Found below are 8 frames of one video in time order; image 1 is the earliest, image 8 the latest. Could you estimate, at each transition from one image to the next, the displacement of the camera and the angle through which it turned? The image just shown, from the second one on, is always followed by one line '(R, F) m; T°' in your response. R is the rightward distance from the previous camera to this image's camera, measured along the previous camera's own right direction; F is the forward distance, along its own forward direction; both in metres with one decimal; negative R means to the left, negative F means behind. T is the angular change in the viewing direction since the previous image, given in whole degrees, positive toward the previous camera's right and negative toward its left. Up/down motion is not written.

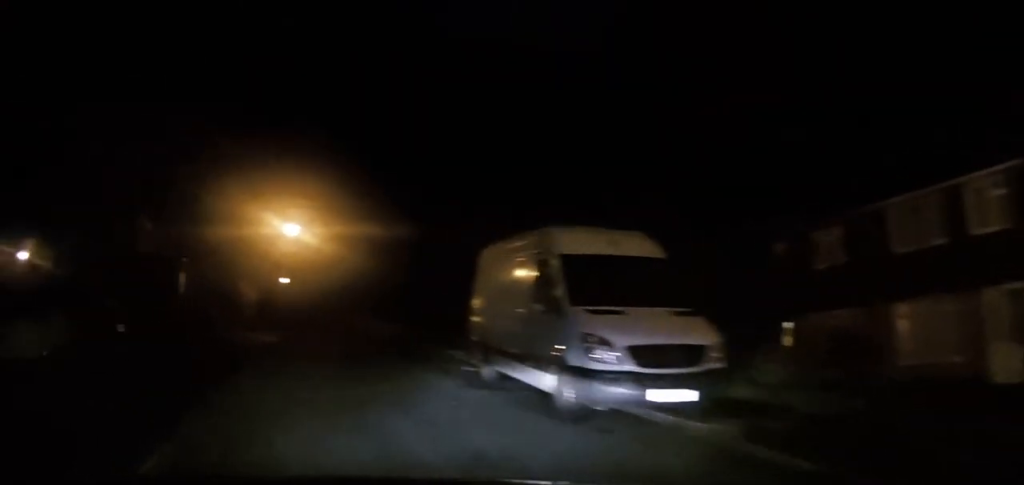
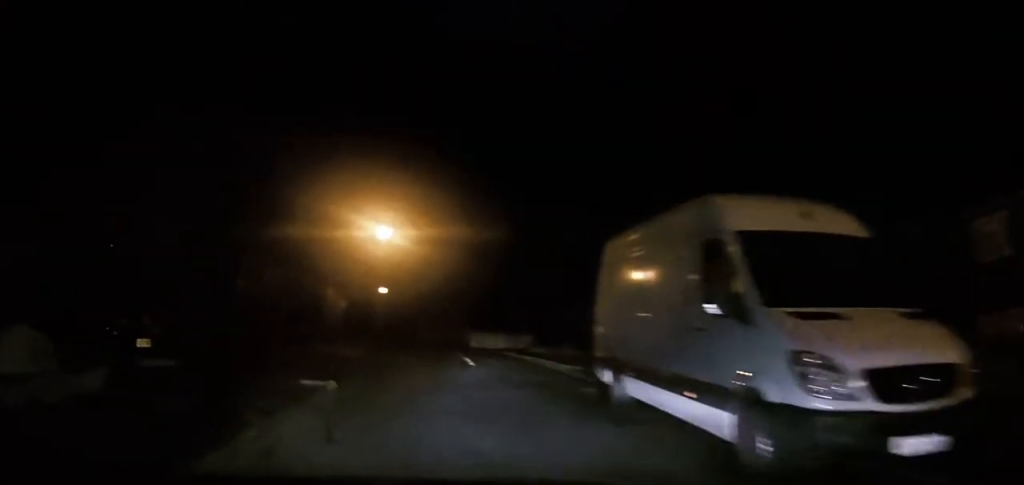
(+0.1, +2.9) m; +1°
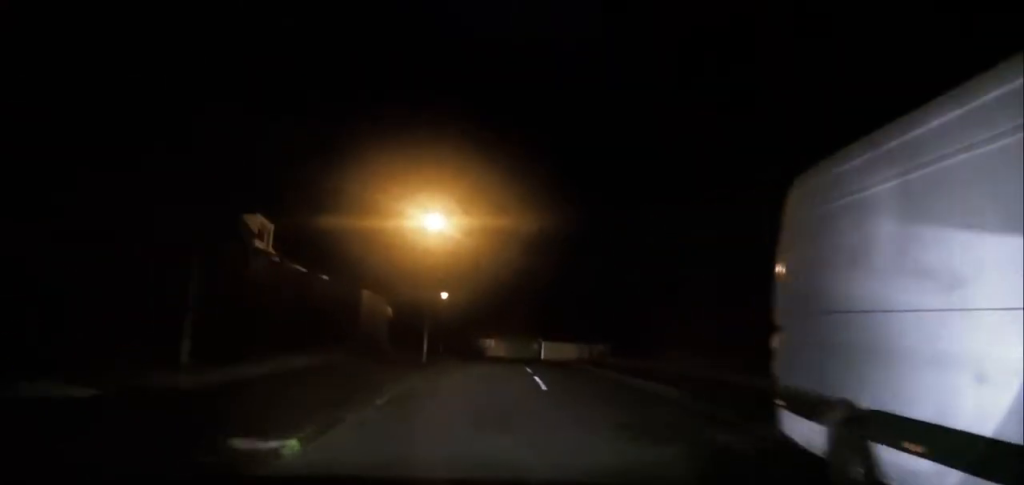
(0.0, +5.0) m; 0°
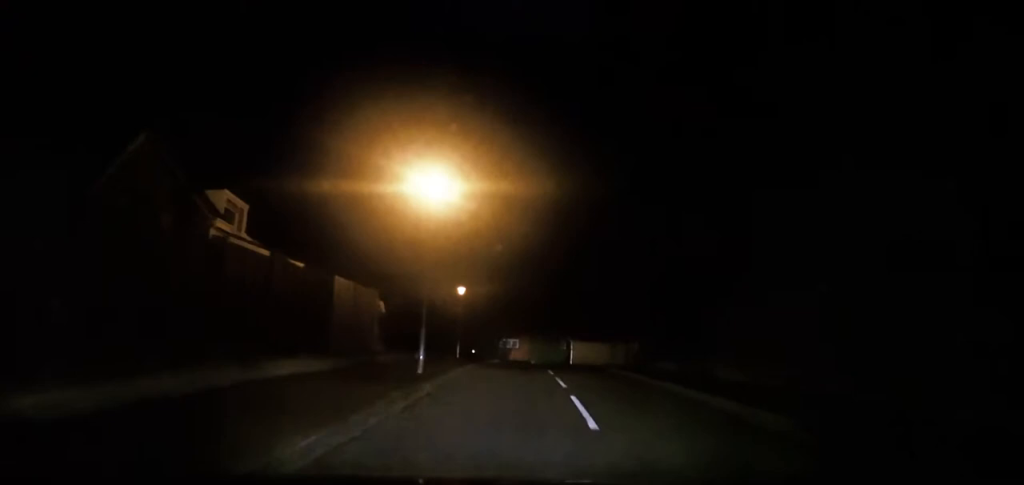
(0.0, +5.2) m; 0°
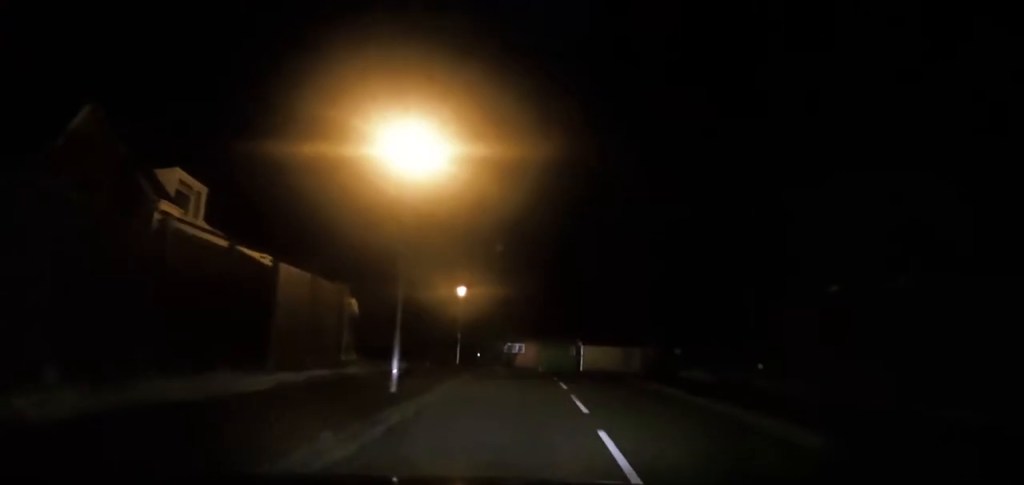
(0.0, +3.7) m; 0°
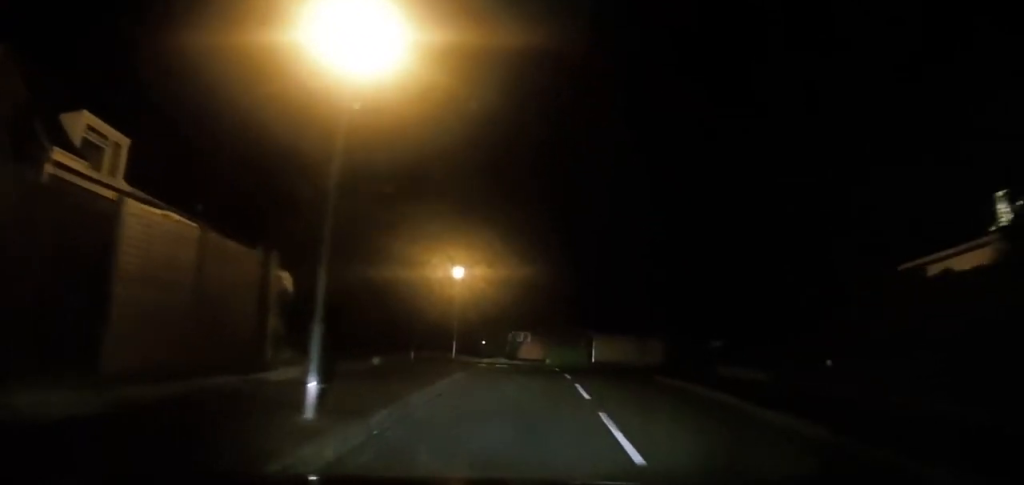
(0.0, +4.6) m; 0°
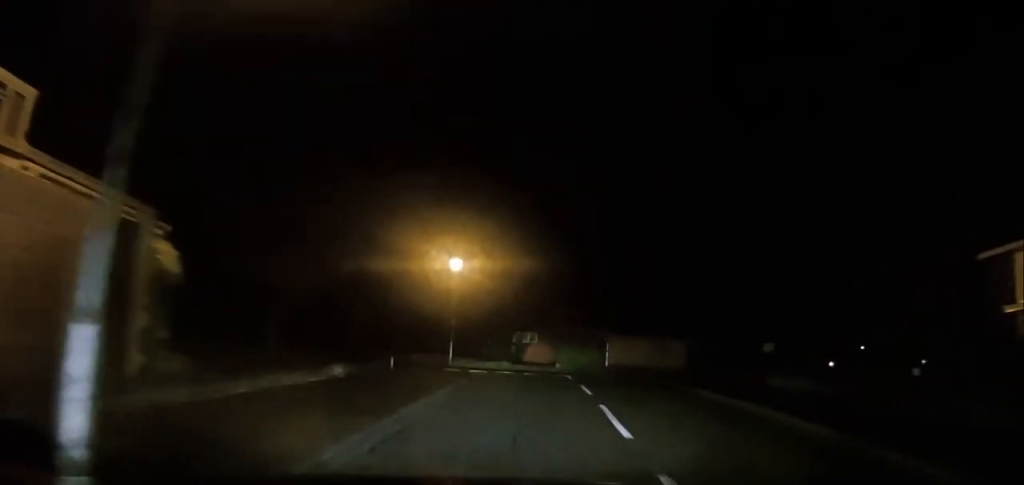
(0.0, +3.9) m; 0°
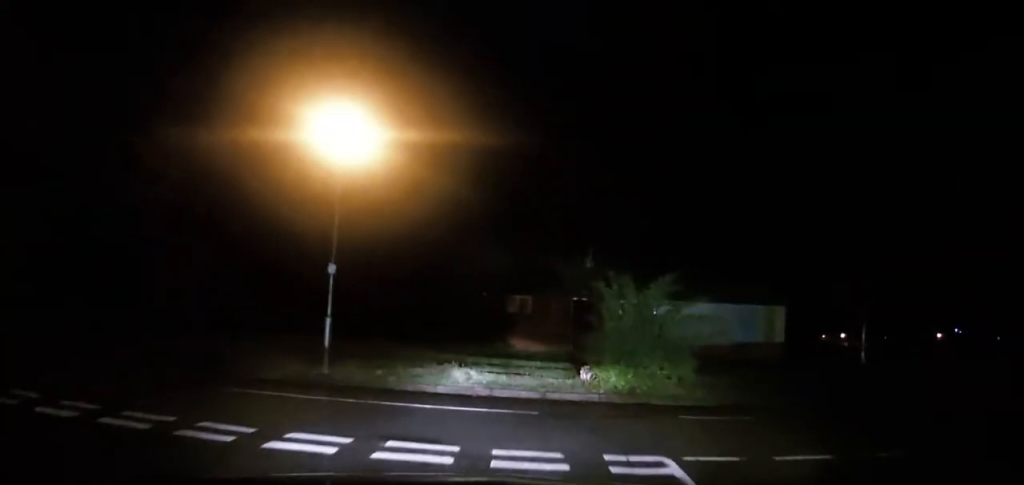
(0.0, +16.8) m; 0°
